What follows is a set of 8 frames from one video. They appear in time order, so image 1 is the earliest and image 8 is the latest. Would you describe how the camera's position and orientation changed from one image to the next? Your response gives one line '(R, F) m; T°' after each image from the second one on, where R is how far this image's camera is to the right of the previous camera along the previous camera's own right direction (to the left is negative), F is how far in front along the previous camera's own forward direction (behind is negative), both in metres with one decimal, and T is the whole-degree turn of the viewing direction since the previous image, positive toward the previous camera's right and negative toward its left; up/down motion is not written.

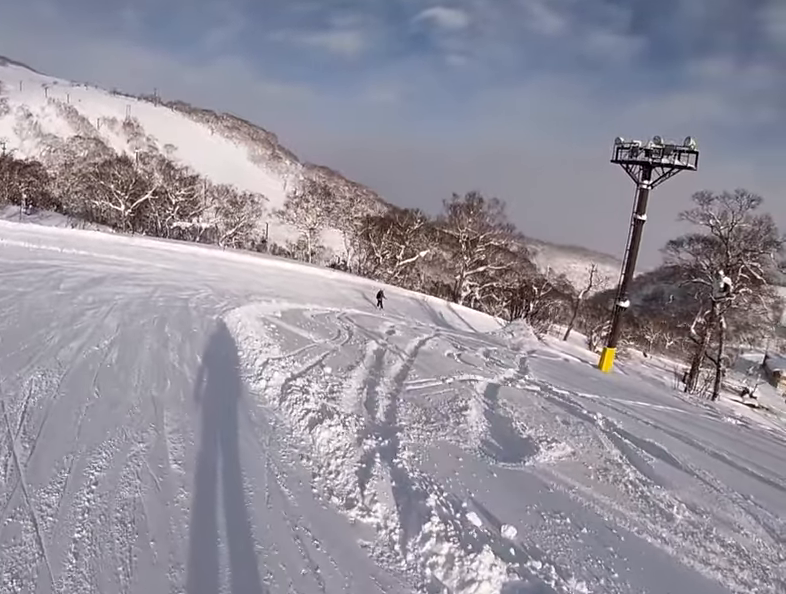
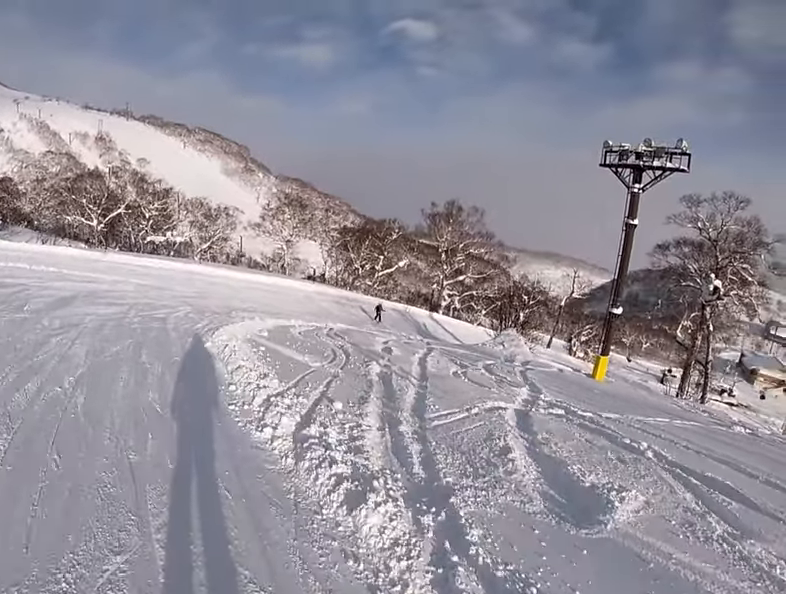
(+0.2, +1.5) m; -5°
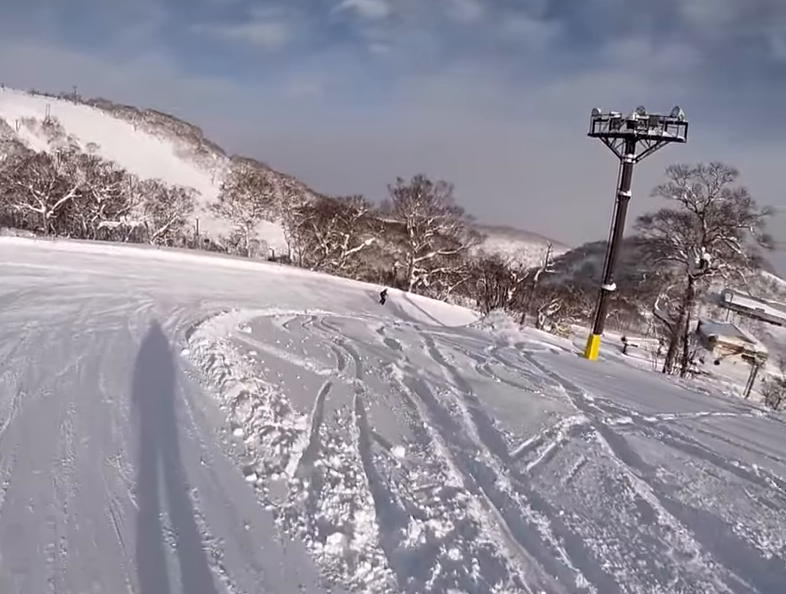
(-0.5, +2.1) m; +6°
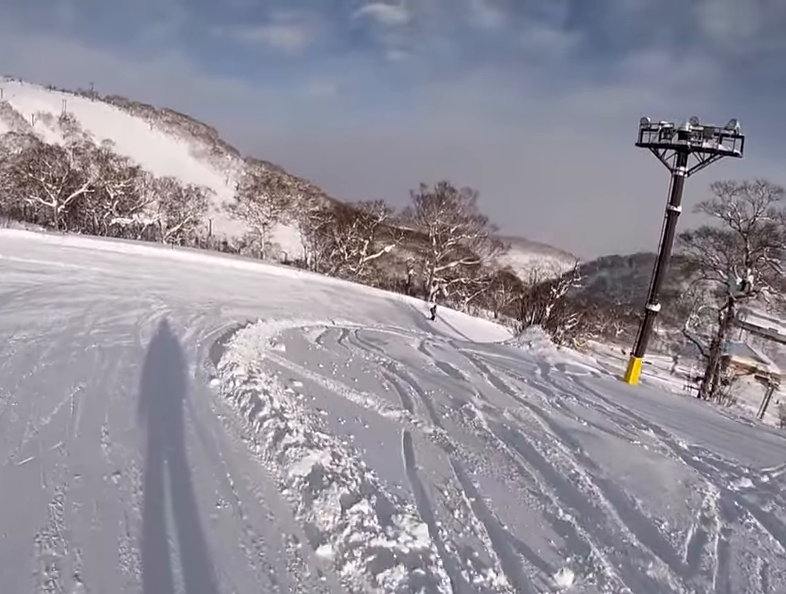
(-0.2, +1.8) m; +6°
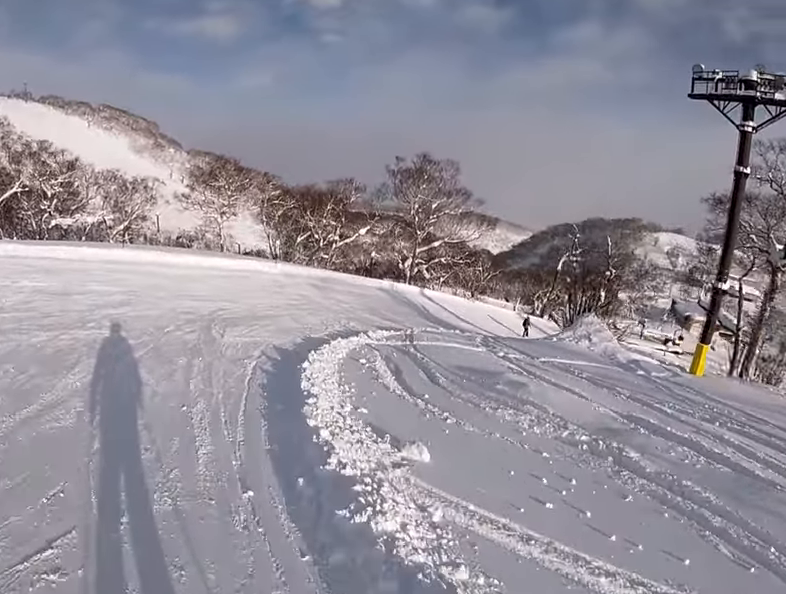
(+1.3, +6.6) m; +10°
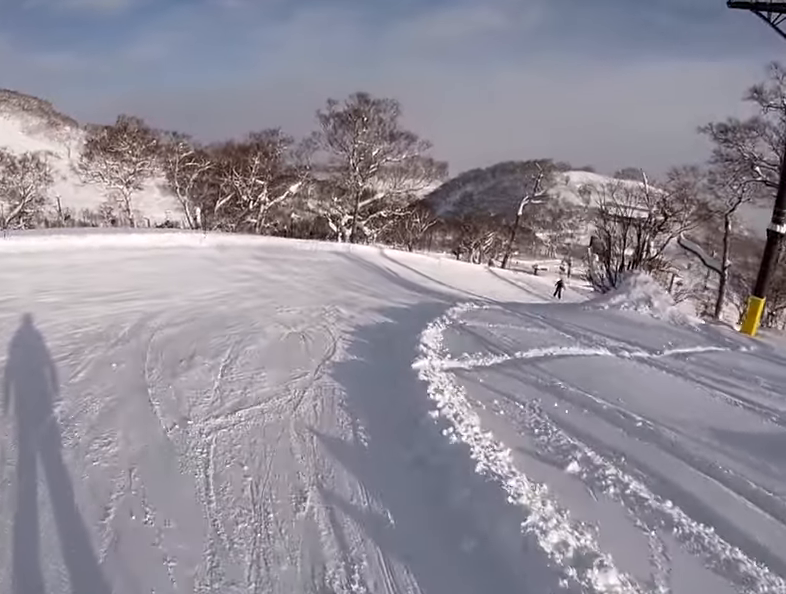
(+0.3, +7.2) m; +14°
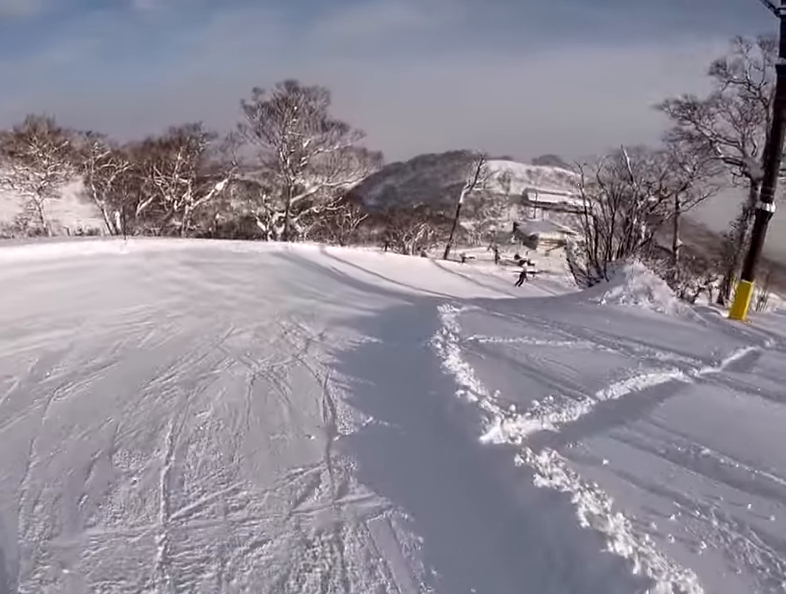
(+0.3, +3.1) m; +10°
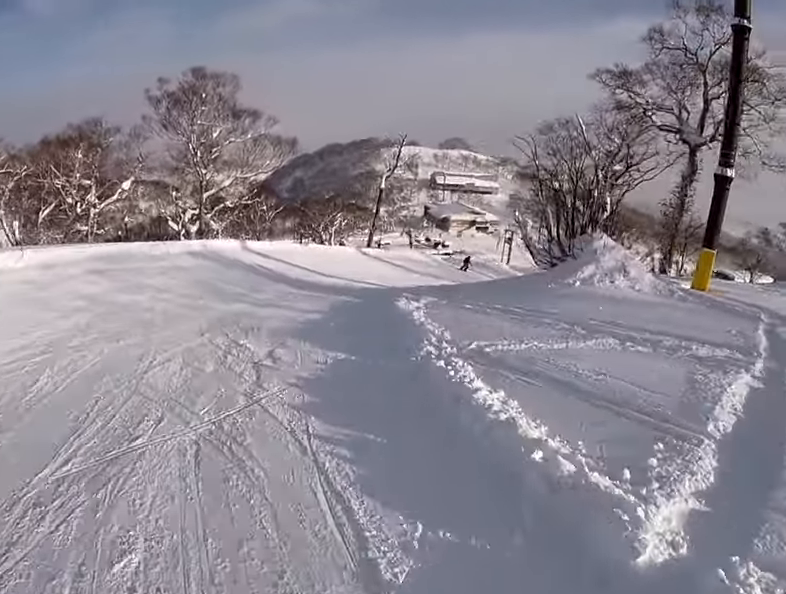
(+0.1, +2.6) m; +8°
